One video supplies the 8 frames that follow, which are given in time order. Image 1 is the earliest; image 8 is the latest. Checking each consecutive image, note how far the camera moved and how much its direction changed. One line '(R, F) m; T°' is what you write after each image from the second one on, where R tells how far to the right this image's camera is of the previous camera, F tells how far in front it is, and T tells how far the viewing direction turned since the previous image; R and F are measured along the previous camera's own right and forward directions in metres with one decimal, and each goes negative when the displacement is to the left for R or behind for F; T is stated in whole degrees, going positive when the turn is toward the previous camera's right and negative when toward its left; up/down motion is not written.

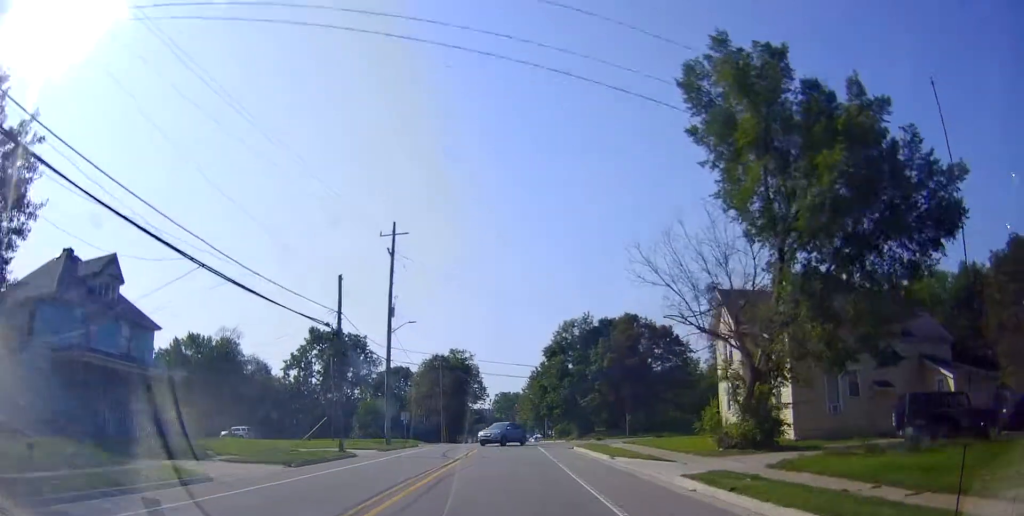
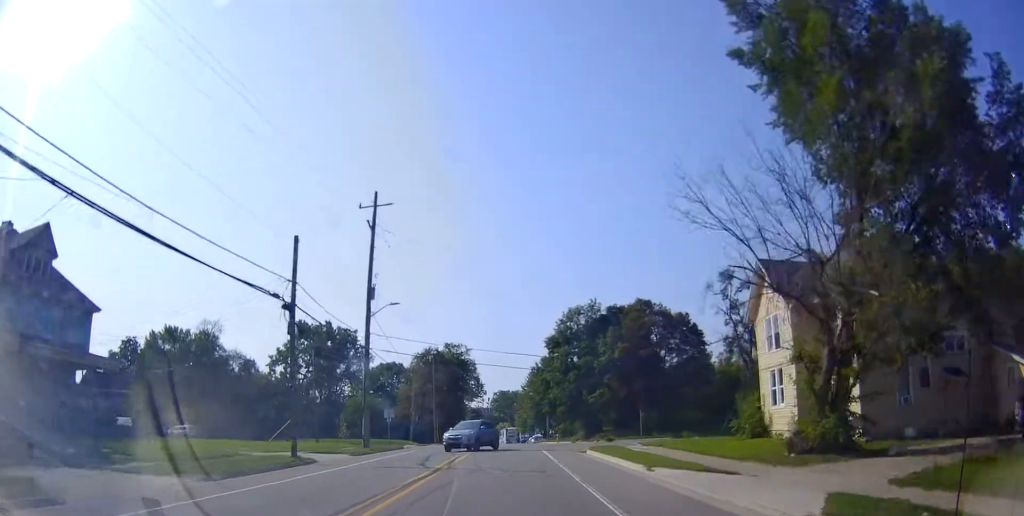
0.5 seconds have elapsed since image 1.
(+0.3, +6.7) m; 0°
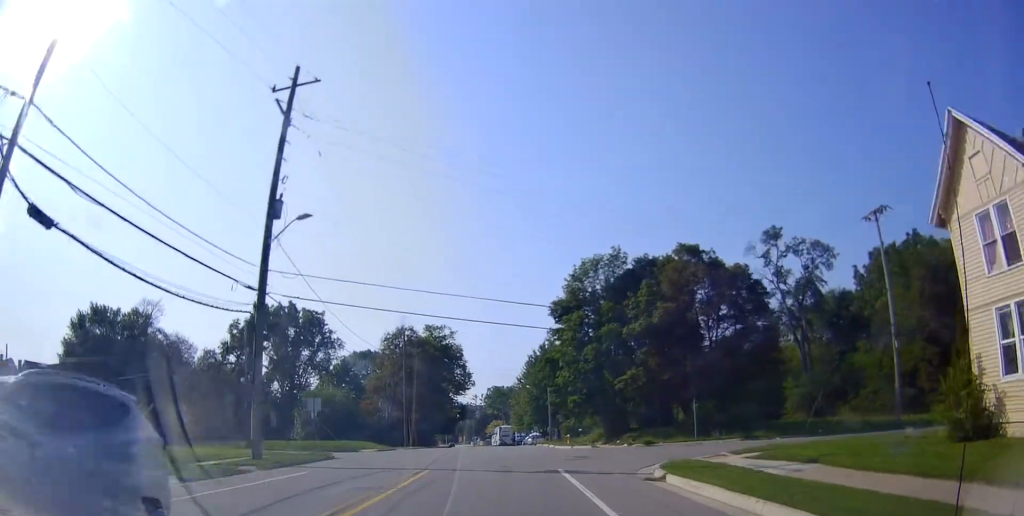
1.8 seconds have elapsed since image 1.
(-0.5, +17.4) m; +1°
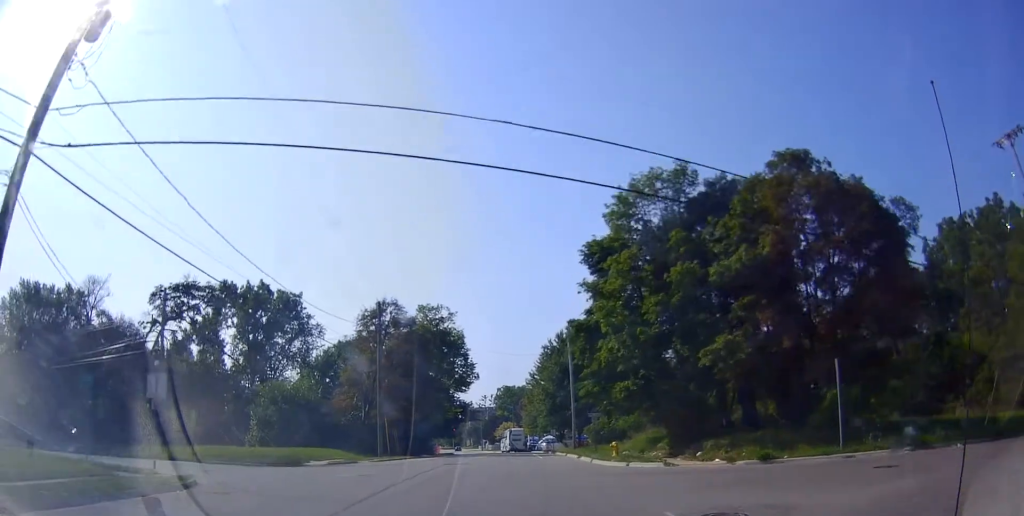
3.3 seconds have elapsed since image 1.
(+0.6, +16.0) m; +2°
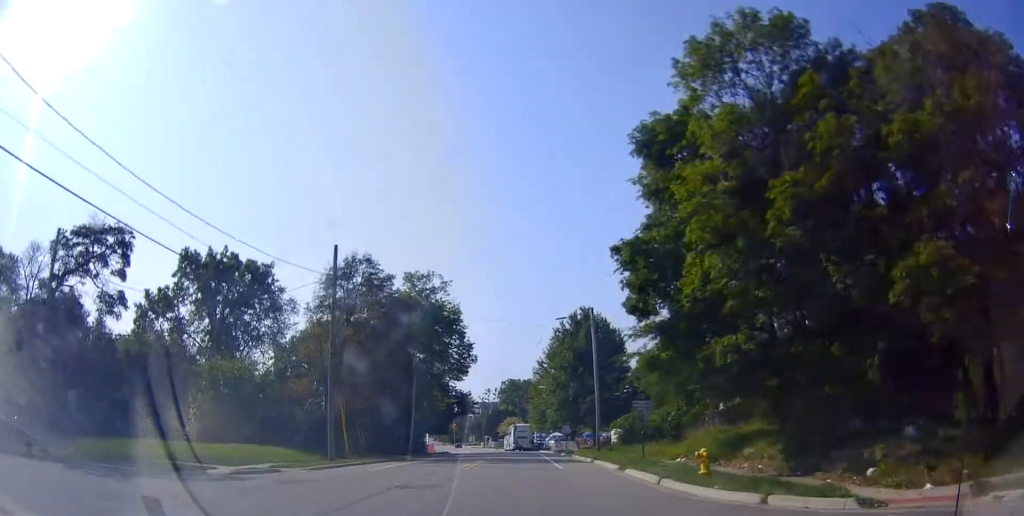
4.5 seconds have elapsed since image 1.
(0.0, +11.6) m; -2°
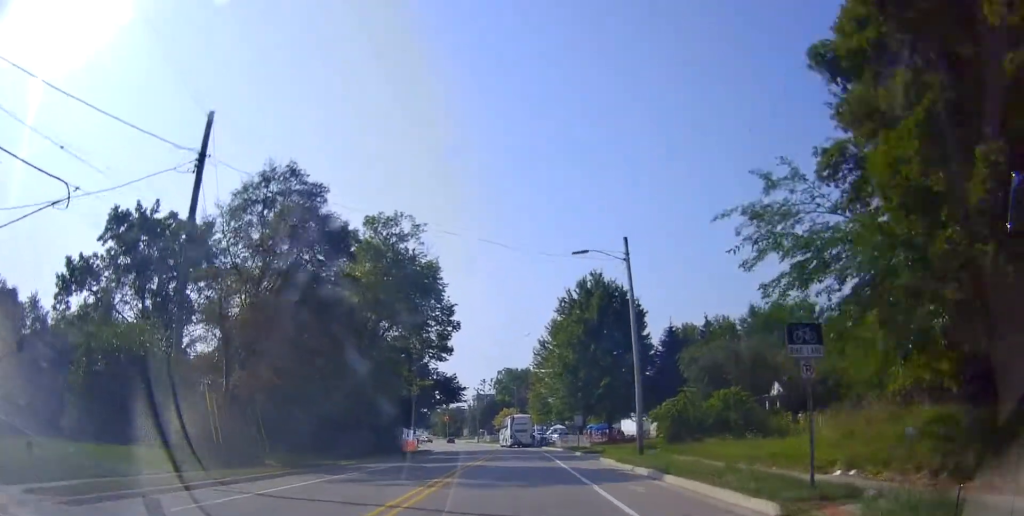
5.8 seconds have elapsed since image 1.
(-0.2, +13.4) m; -1°
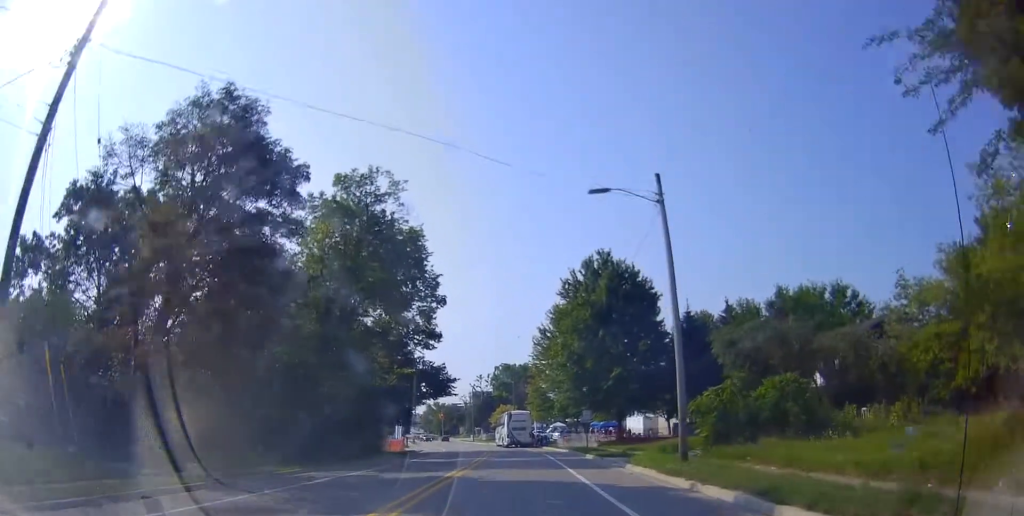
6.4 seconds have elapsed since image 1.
(+0.3, +6.8) m; -1°
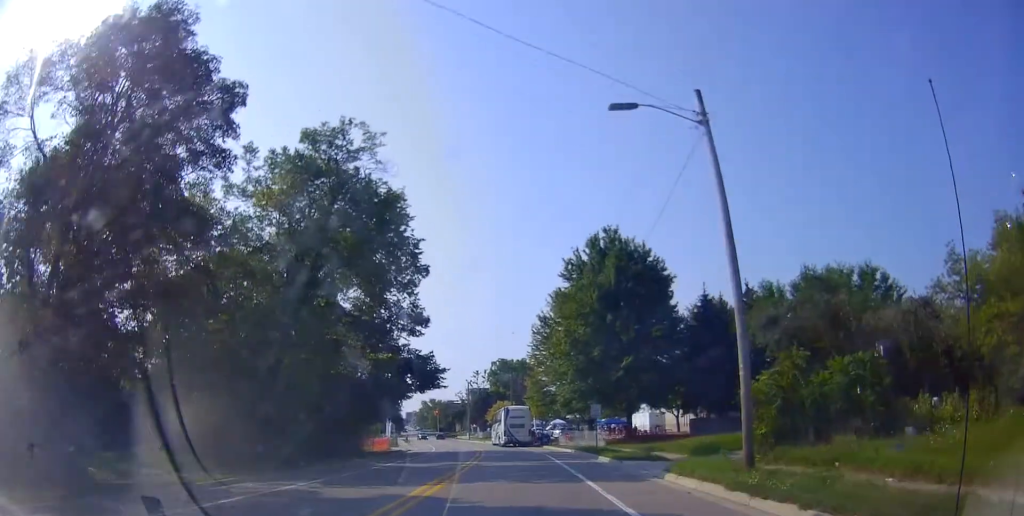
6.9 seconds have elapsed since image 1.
(-0.3, +5.6) m; 0°
